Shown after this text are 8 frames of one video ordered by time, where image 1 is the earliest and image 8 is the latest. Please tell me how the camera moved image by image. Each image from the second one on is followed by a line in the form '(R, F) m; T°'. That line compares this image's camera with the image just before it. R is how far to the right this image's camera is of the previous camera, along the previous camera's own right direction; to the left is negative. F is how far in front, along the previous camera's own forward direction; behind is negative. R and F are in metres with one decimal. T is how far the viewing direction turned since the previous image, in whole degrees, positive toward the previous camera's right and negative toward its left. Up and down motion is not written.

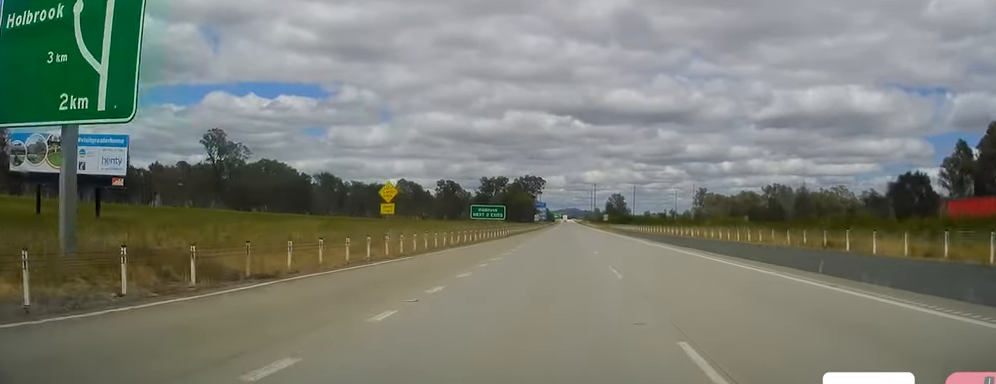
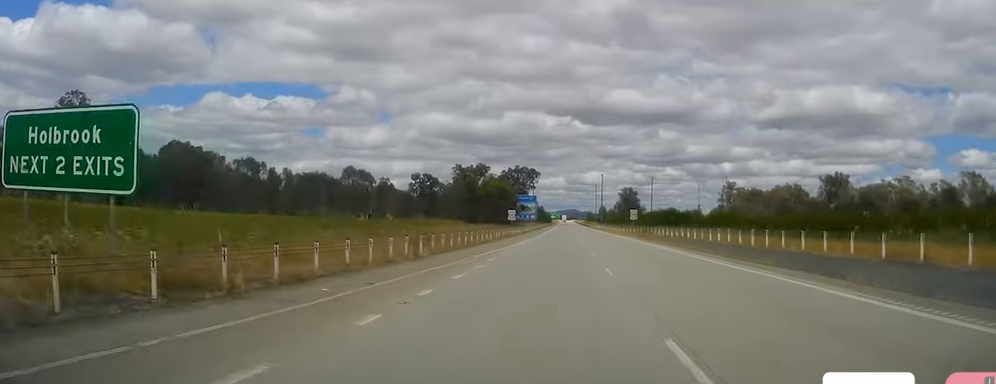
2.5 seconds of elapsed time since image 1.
(+0.7, +72.7) m; +1°
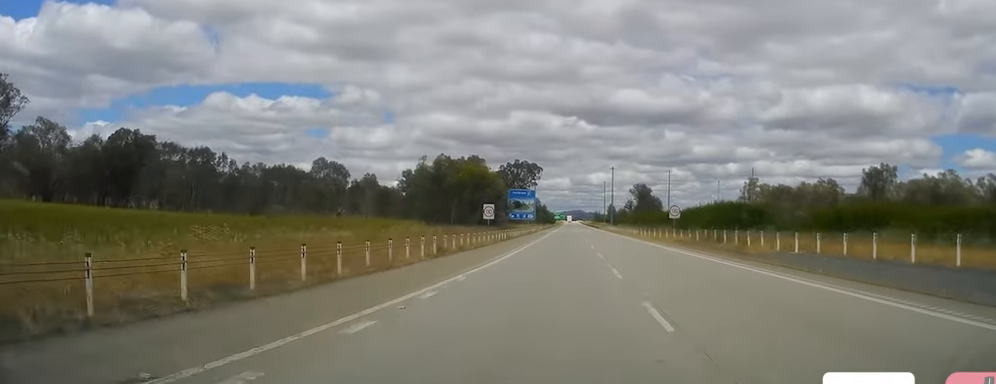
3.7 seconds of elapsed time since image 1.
(-0.3, +32.5) m; 0°
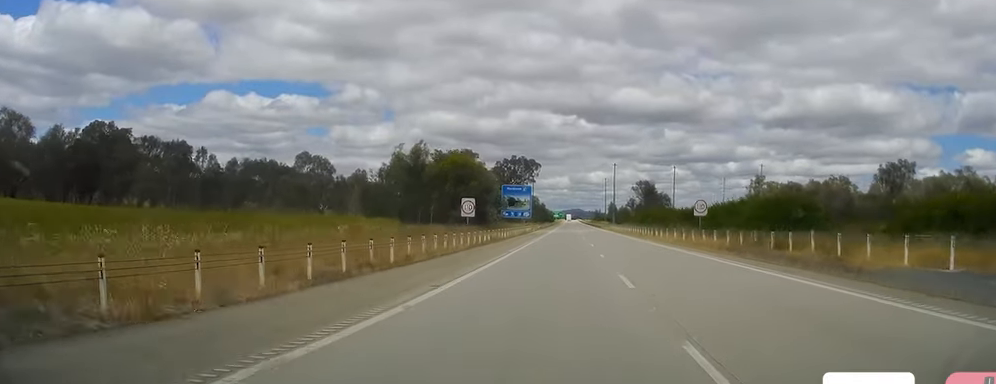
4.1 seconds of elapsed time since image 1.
(0.0, +12.4) m; 0°
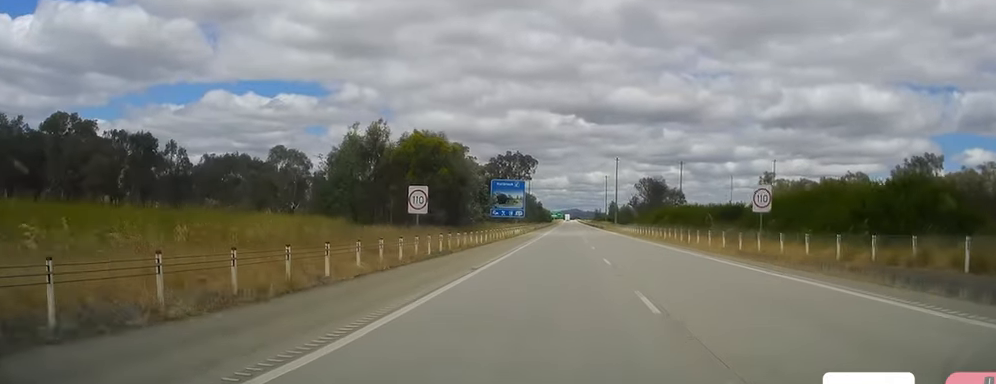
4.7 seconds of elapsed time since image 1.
(+0.2, +16.3) m; 0°
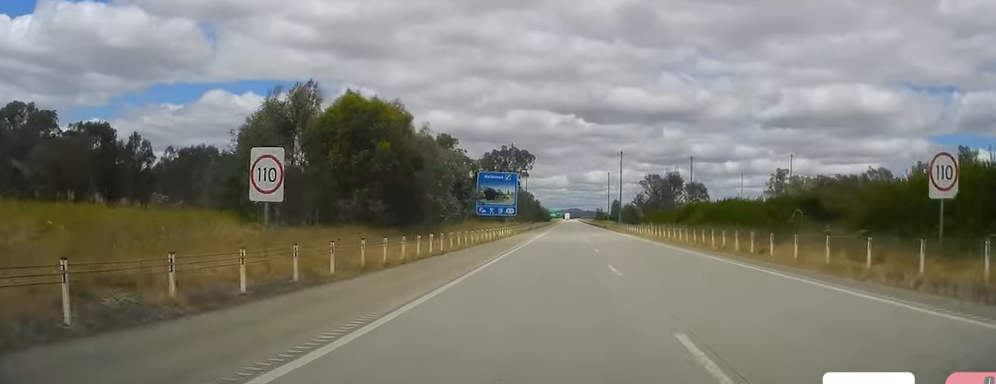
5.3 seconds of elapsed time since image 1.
(0.0, +17.2) m; 0°
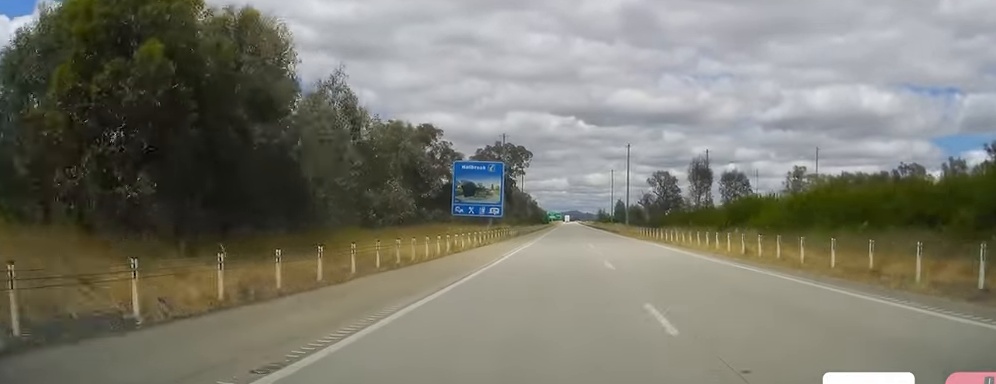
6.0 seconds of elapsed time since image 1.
(0.0, +21.0) m; -1°
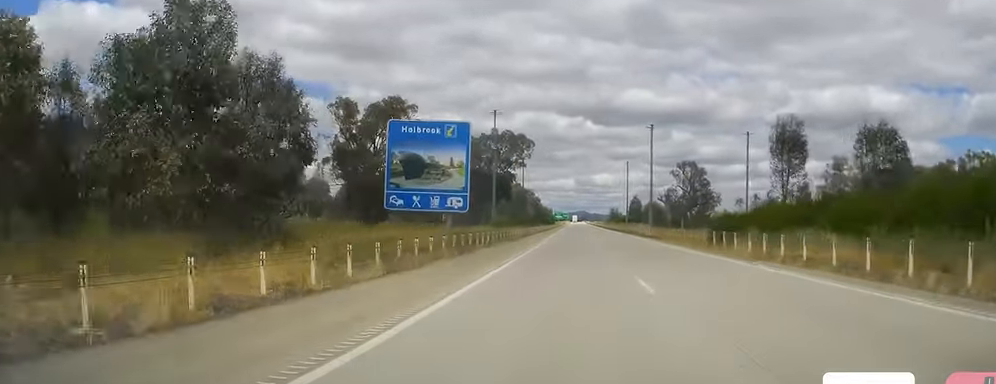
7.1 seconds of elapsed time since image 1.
(-0.4, +31.5) m; +1°
